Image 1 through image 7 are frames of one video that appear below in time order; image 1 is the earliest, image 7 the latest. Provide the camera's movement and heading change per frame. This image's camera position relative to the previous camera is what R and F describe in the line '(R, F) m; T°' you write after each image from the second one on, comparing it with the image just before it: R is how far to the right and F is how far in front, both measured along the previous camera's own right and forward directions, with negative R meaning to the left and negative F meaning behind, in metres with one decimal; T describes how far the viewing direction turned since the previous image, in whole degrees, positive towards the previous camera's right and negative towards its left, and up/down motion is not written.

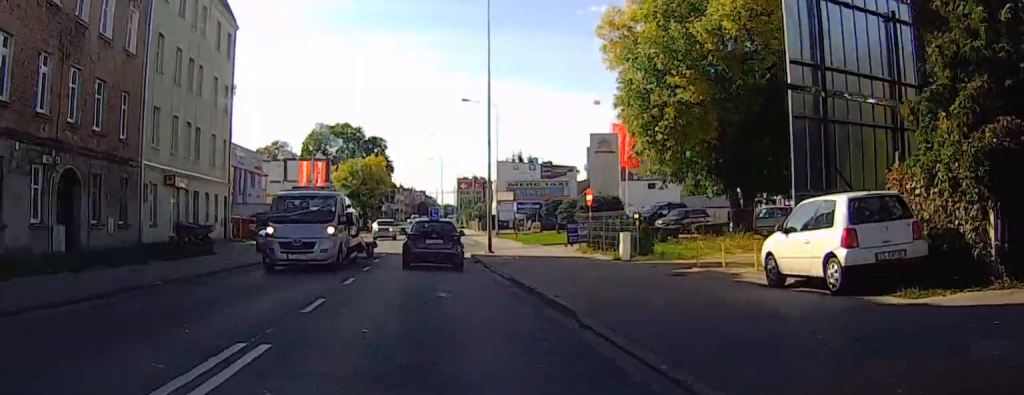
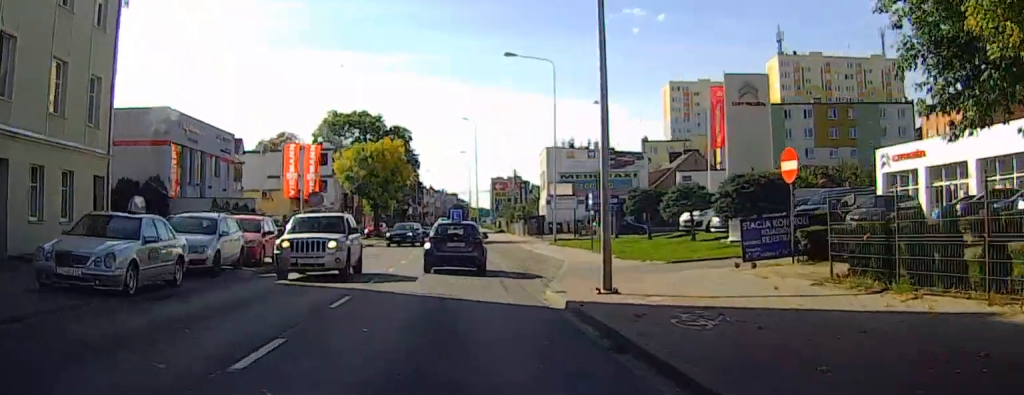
(-0.8, +23.7) m; -4°
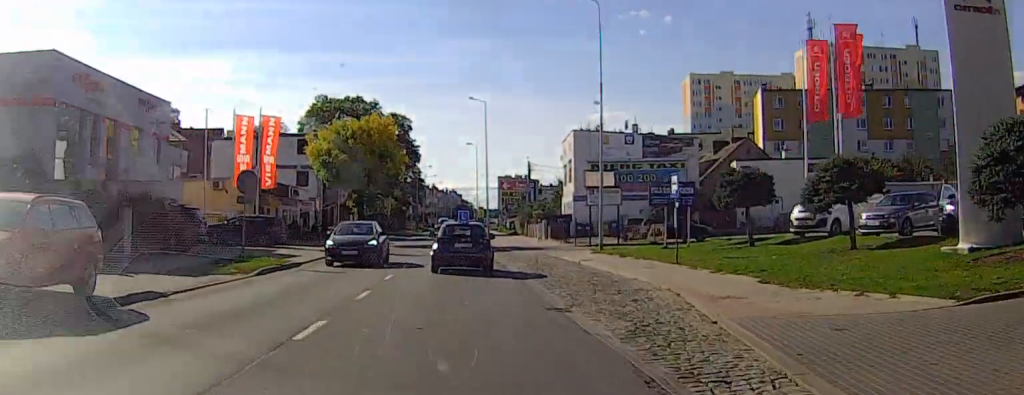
(-0.3, +15.8) m; -2°
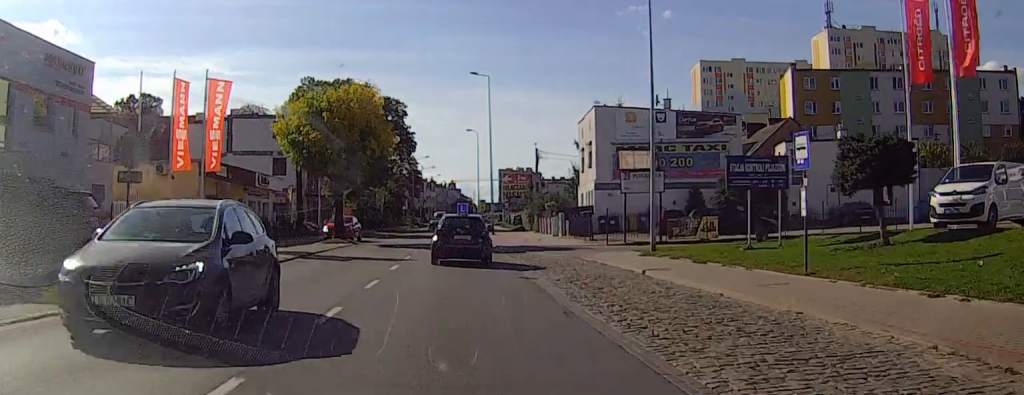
(0.0, +10.6) m; 0°
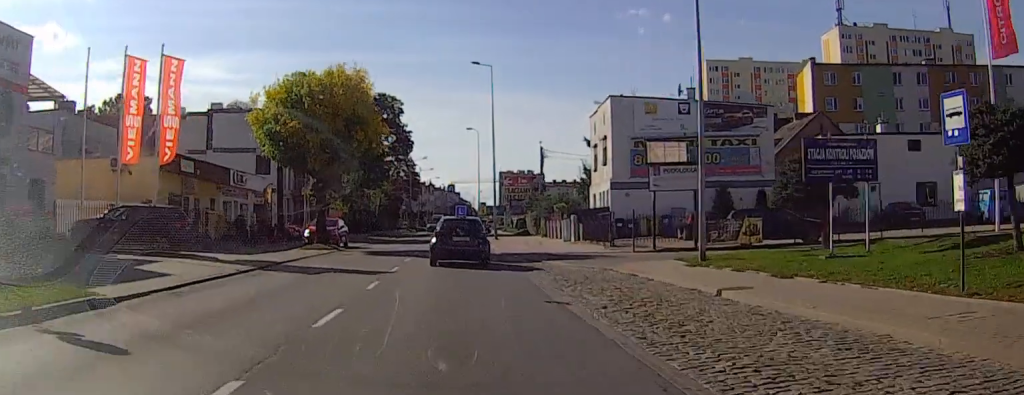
(0.0, +6.0) m; 0°
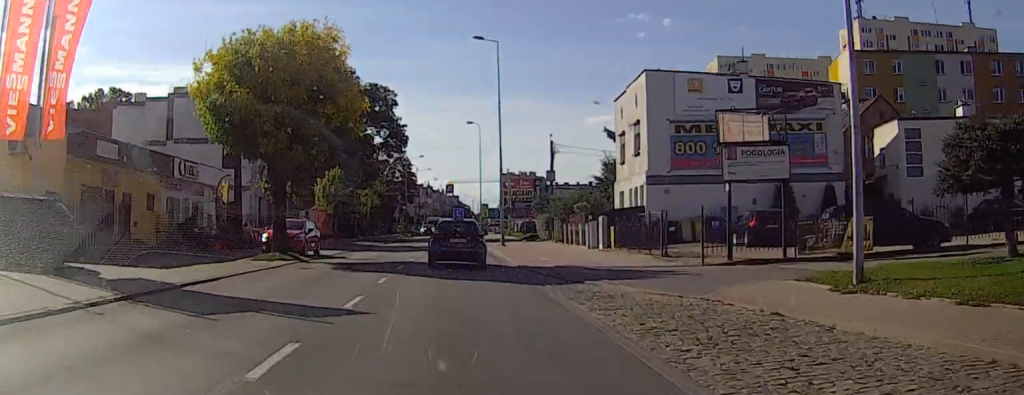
(0.0, +9.6) m; 0°
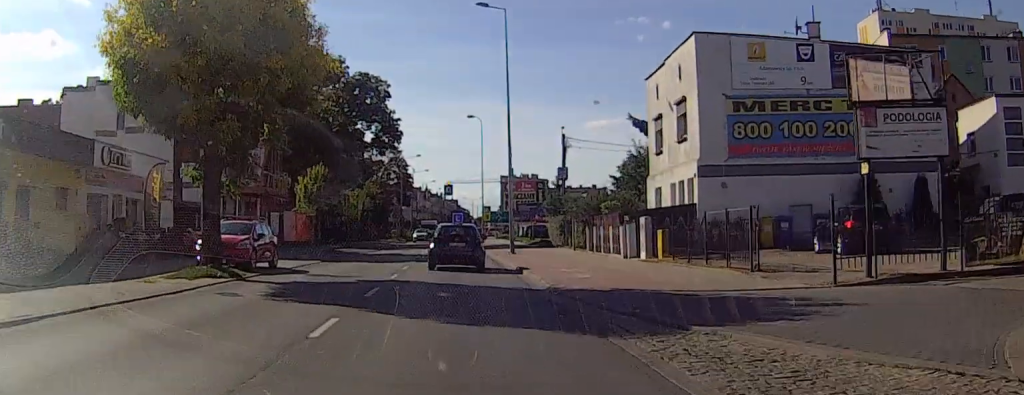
(0.0, +9.0) m; 0°
